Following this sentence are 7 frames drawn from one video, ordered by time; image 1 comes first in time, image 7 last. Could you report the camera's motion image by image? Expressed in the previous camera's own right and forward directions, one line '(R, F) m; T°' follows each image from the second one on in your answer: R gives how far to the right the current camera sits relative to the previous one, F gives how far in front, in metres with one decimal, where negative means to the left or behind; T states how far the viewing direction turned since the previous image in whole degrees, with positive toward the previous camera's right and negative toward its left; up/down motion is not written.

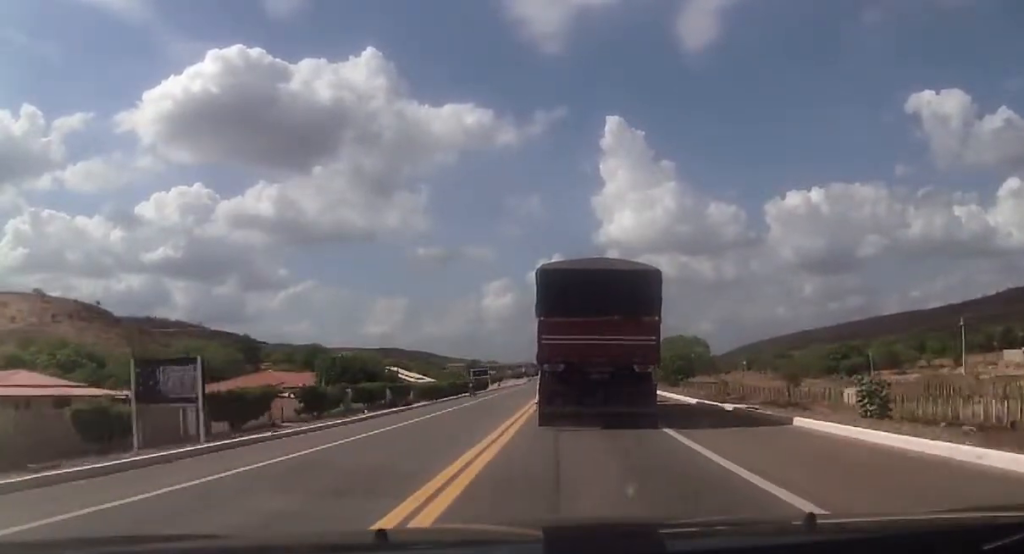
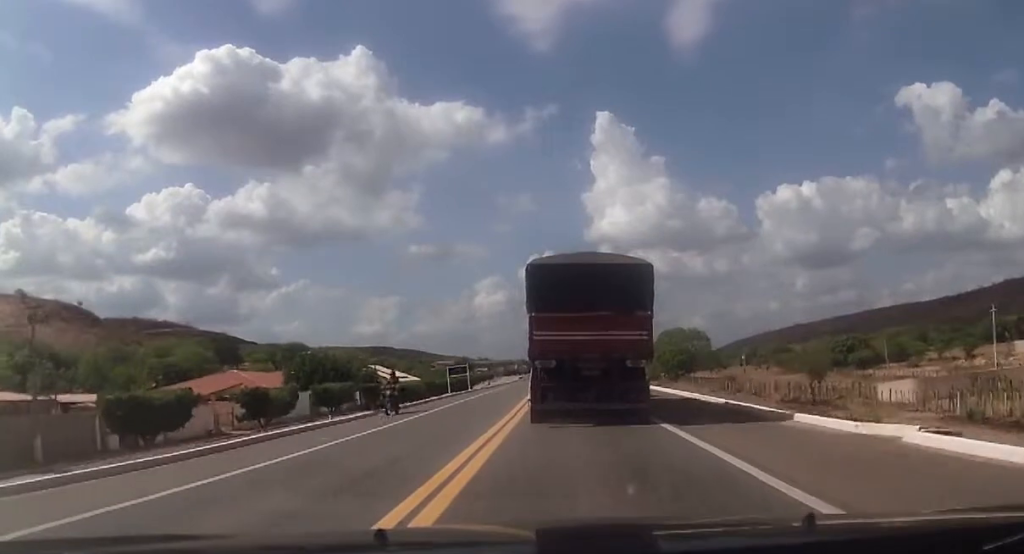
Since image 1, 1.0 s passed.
(-0.2, +11.5) m; +1°
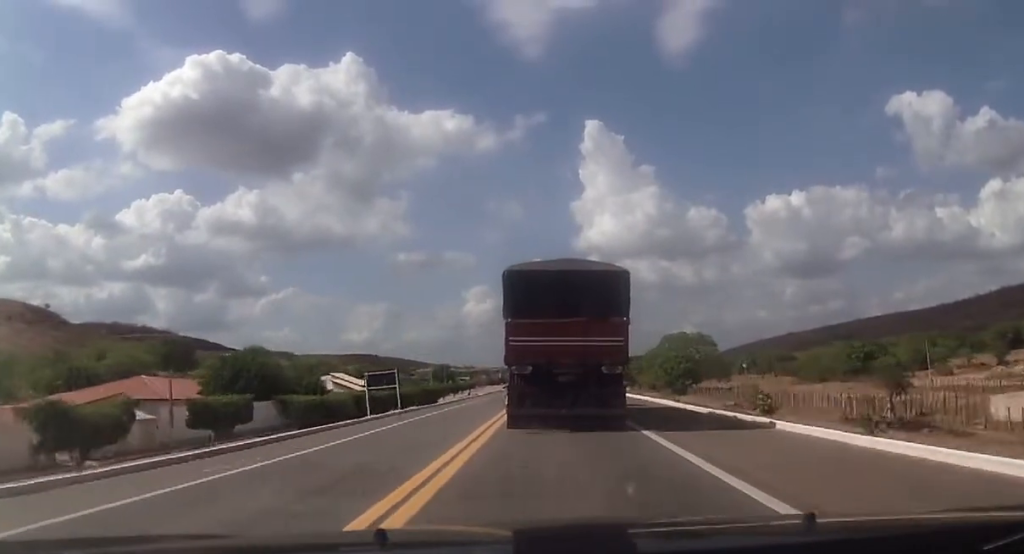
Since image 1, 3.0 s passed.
(-0.3, +23.8) m; -1°
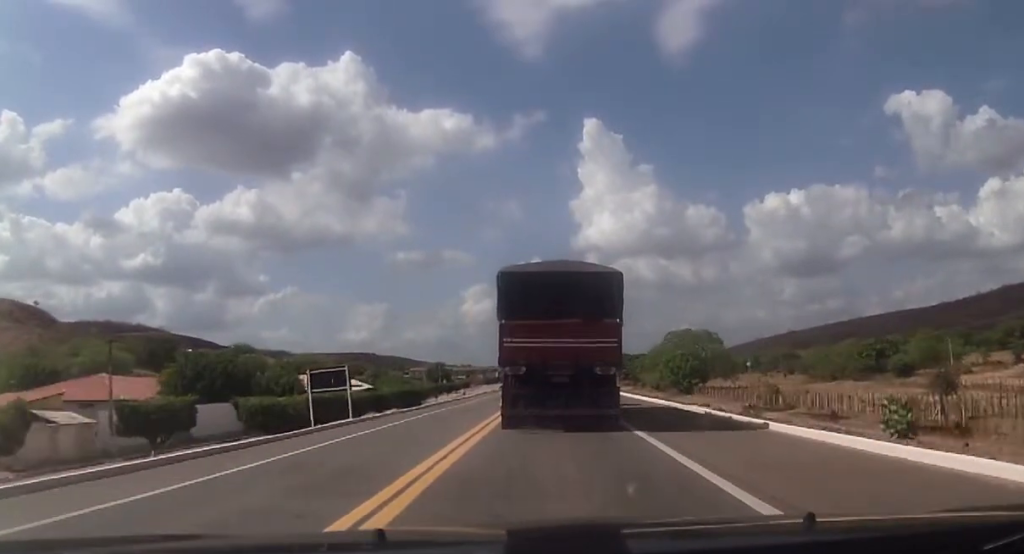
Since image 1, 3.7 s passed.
(+0.3, +9.0) m; +1°
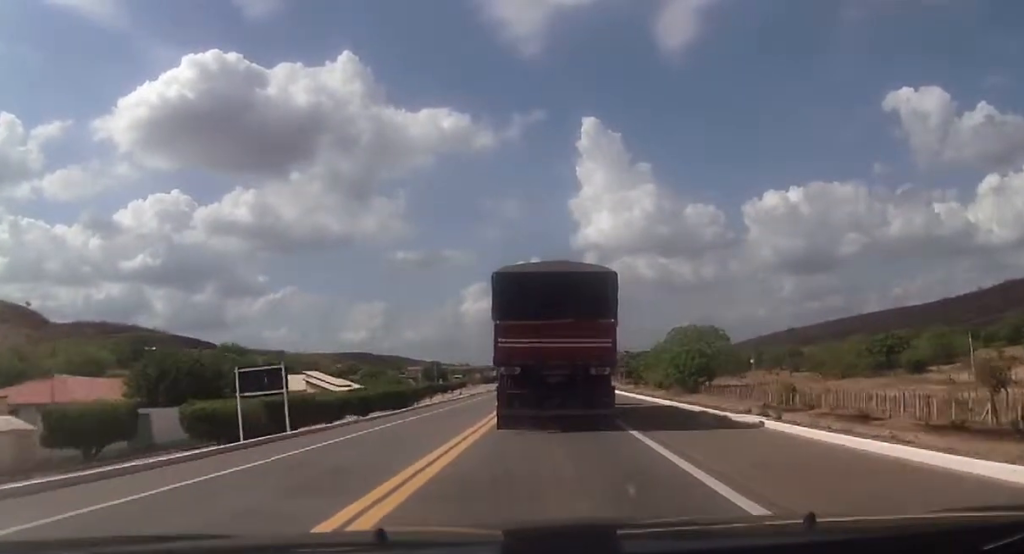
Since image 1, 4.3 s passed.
(+0.2, +7.1) m; 0°
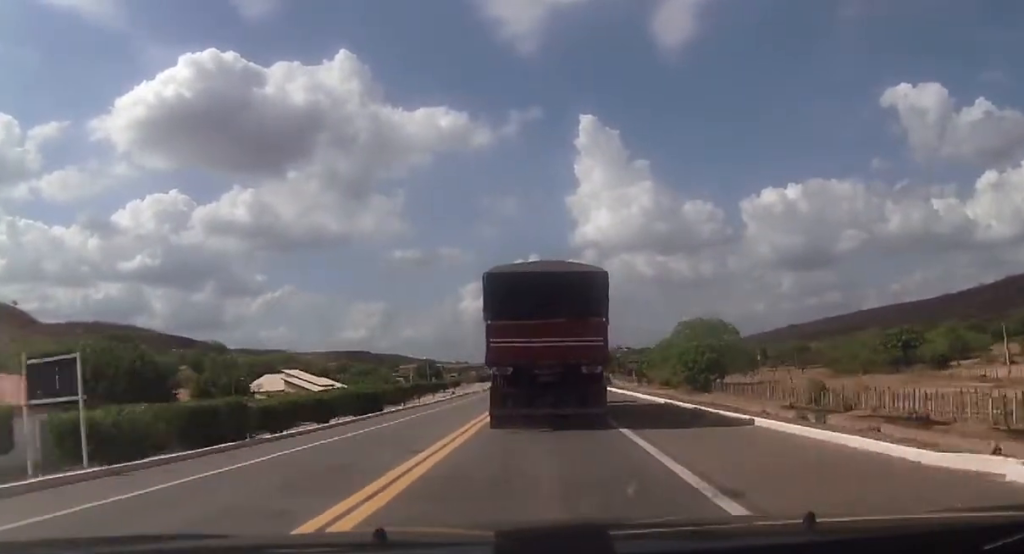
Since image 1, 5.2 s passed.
(-0.3, +10.6) m; -1°
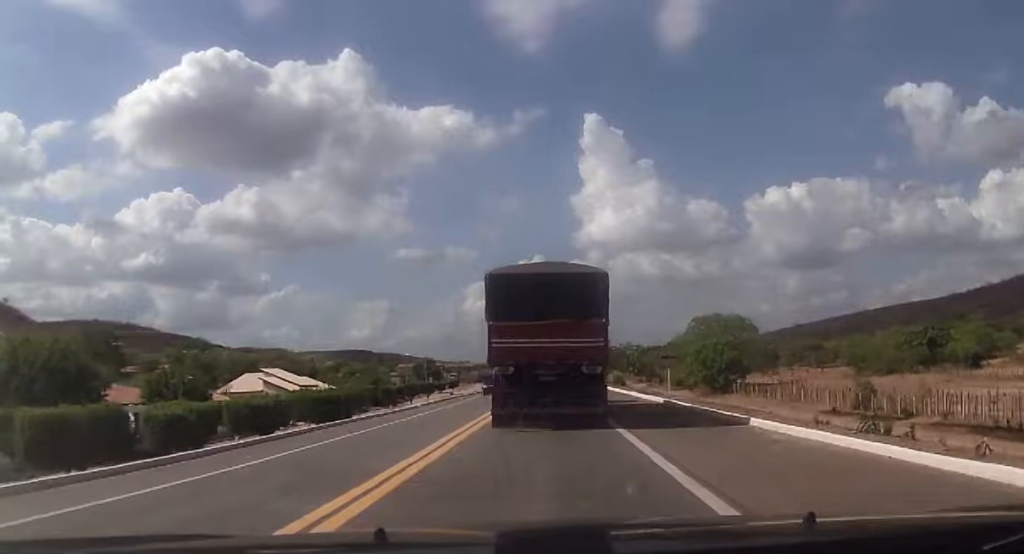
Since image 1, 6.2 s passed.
(+0.3, +11.8) m; +2°
